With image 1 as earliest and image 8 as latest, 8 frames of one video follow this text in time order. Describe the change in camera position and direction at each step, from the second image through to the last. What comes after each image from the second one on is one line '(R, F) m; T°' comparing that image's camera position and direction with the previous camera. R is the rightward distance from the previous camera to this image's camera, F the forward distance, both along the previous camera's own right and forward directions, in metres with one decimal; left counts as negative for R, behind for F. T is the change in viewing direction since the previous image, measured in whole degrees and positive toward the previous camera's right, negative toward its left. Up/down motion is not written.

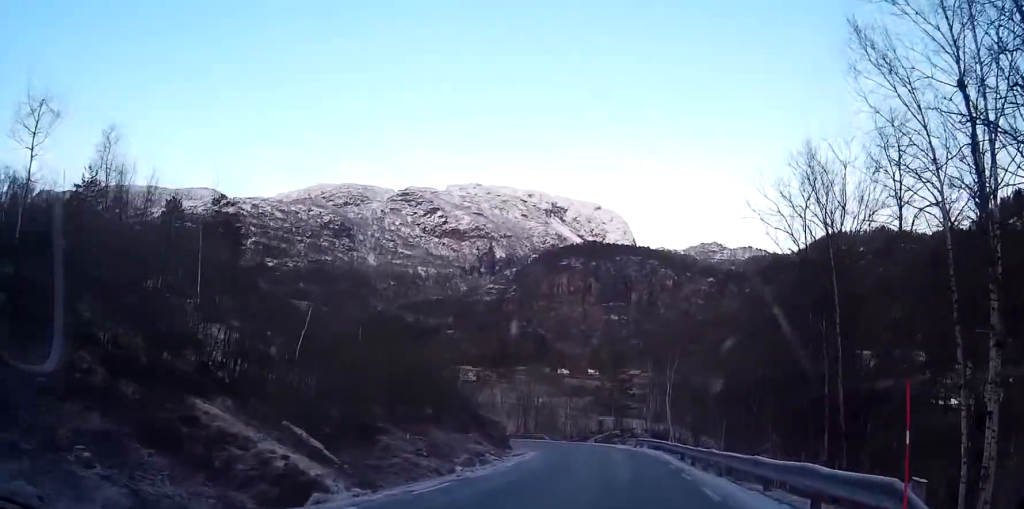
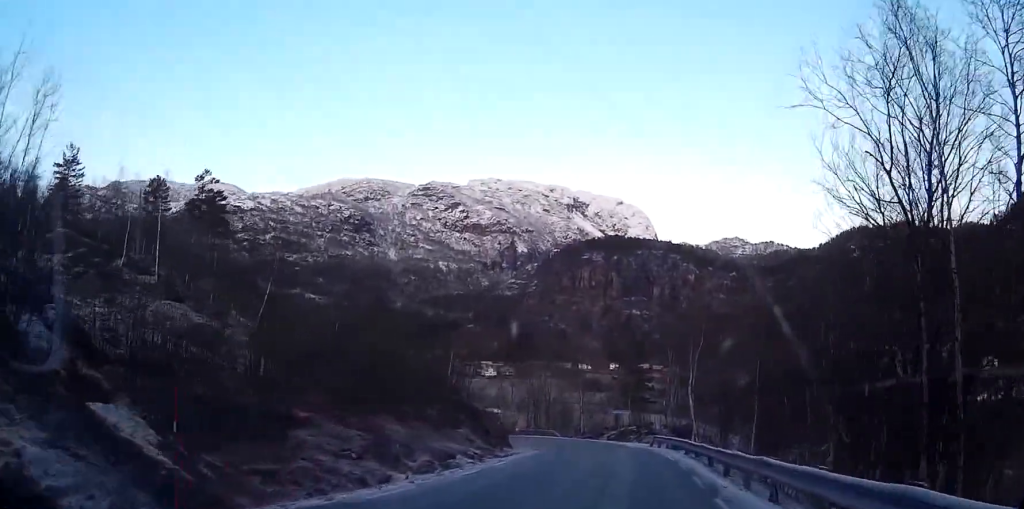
(-0.1, +9.1) m; -2°
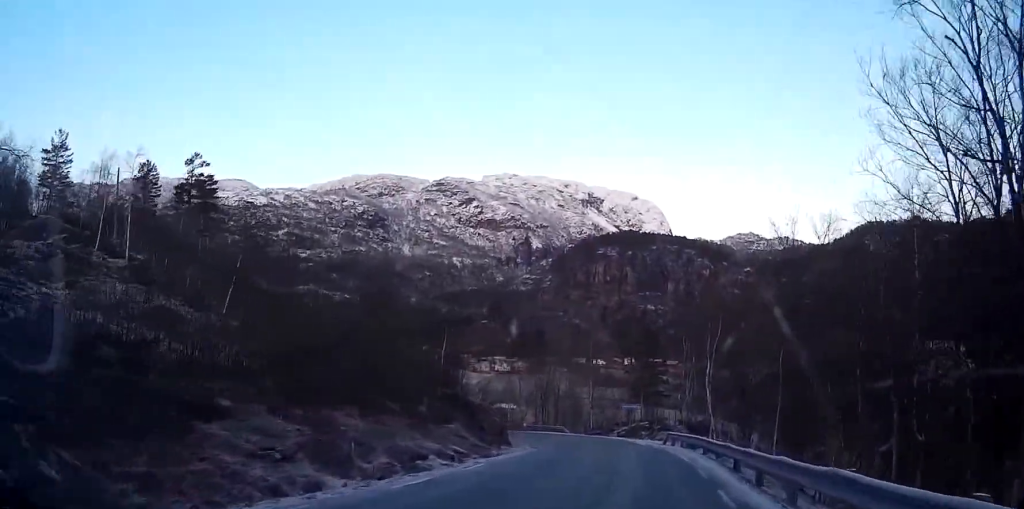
(-0.1, +5.4) m; -2°
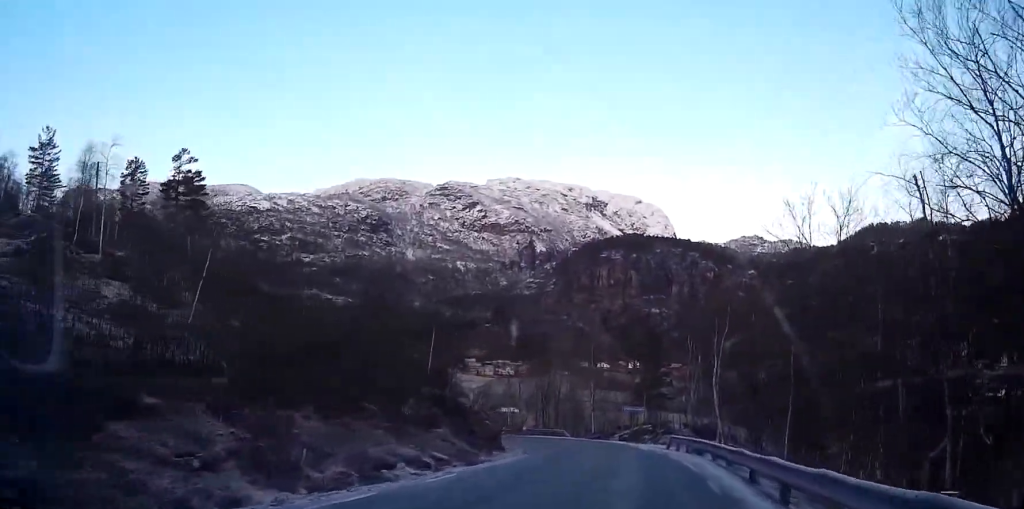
(0.0, +3.5) m; -1°
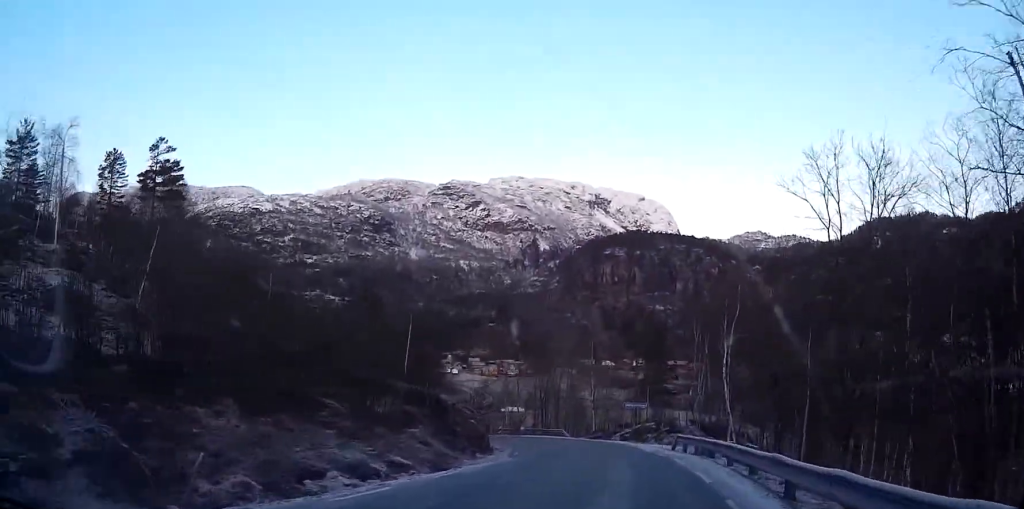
(-0.1, +5.1) m; -1°
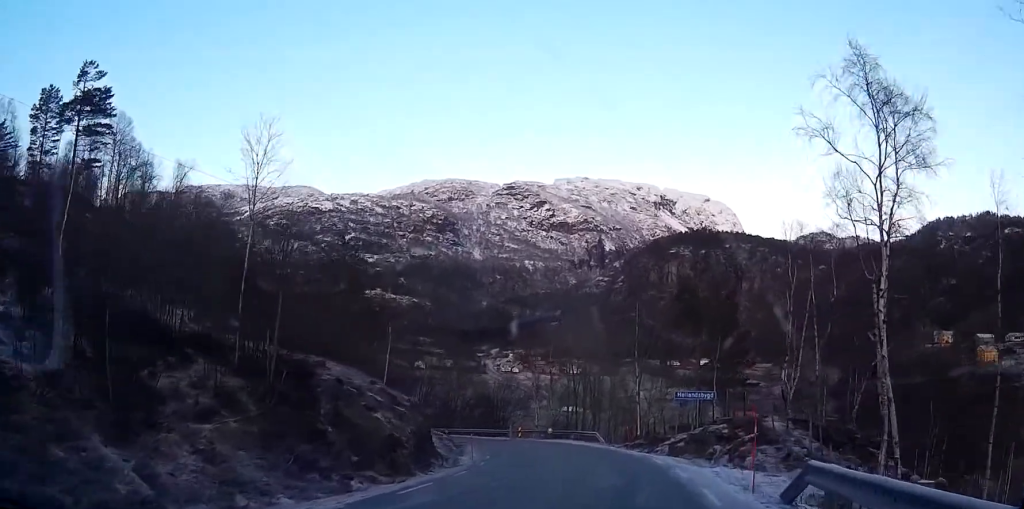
(-1.1, +22.0) m; -6°
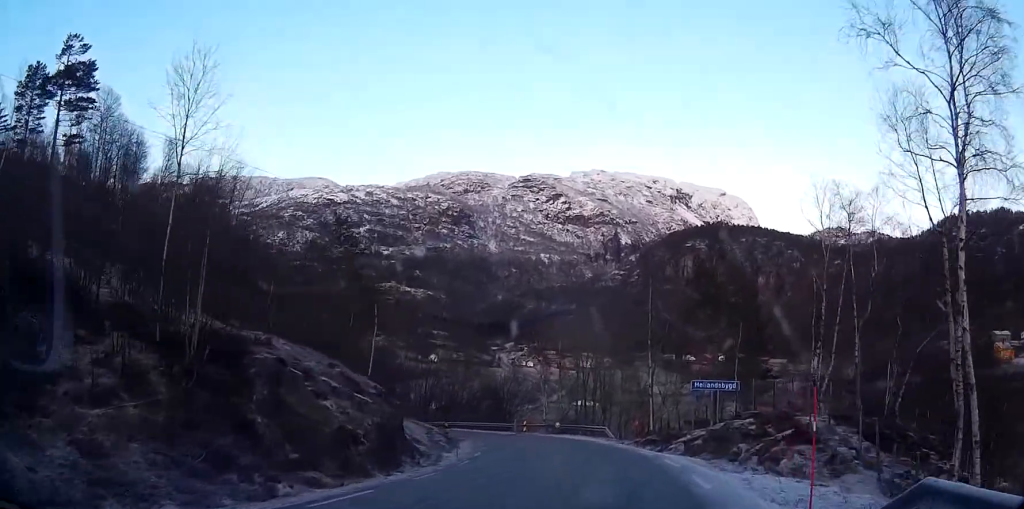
(+0.1, +4.5) m; -1°
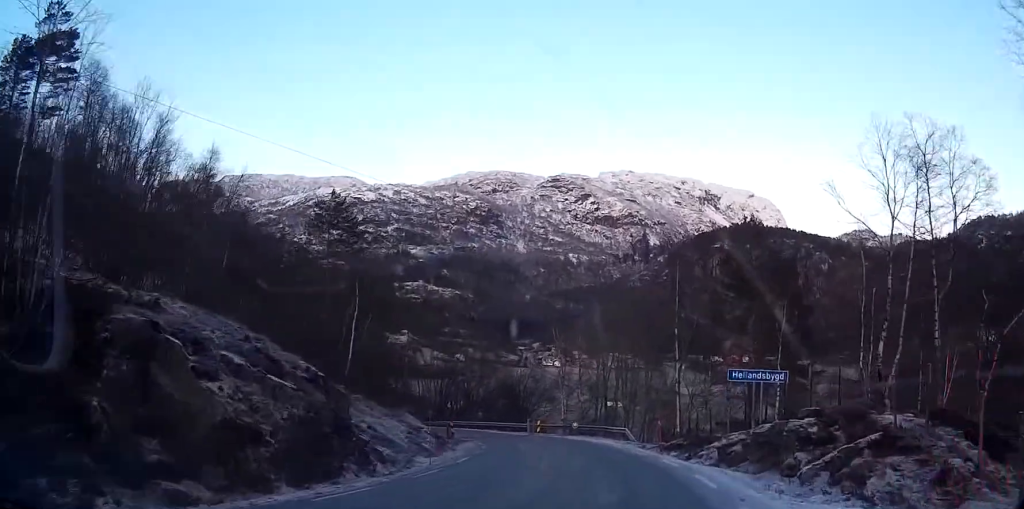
(-0.2, +6.0) m; -3°
